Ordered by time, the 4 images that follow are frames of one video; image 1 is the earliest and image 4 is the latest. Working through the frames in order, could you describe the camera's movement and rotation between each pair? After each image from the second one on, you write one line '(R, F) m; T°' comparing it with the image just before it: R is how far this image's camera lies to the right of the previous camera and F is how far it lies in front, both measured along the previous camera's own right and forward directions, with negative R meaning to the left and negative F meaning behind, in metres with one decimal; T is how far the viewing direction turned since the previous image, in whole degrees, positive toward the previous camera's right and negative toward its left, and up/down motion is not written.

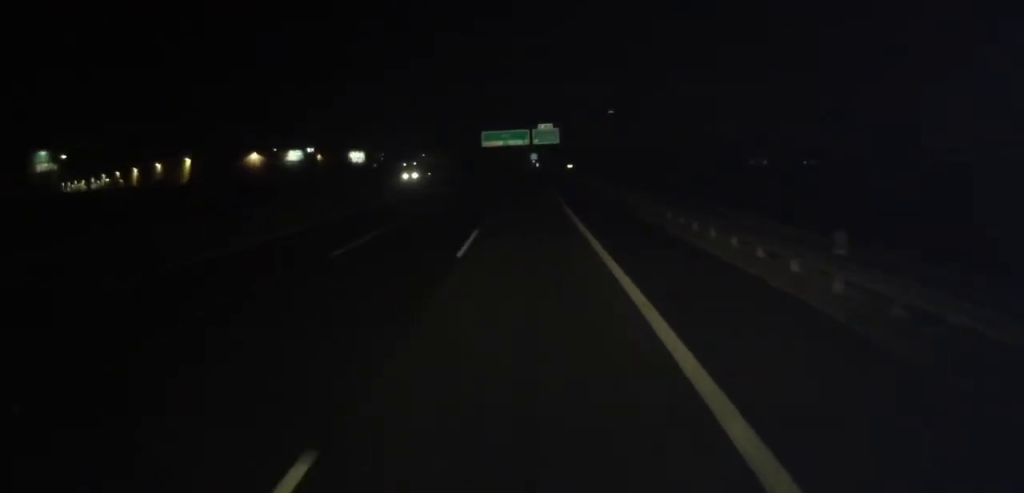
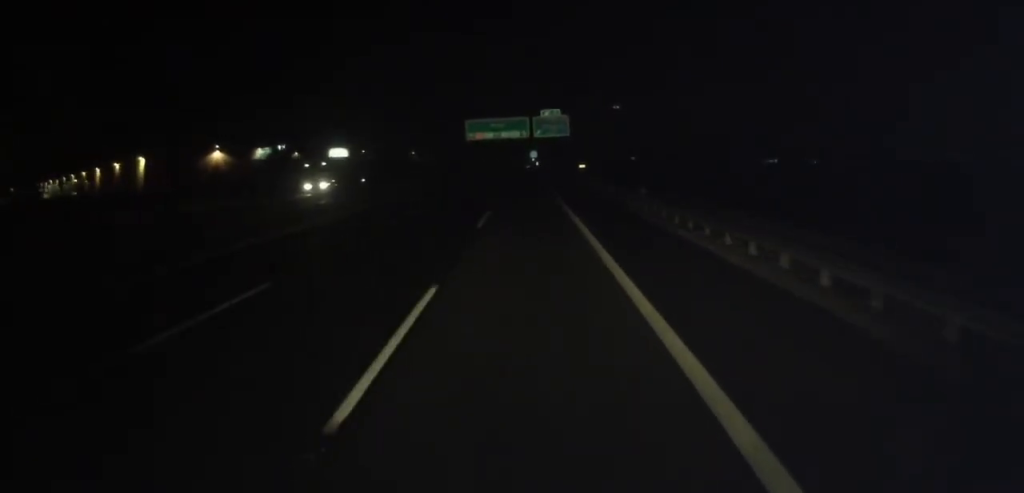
(0.0, +27.3) m; 0°
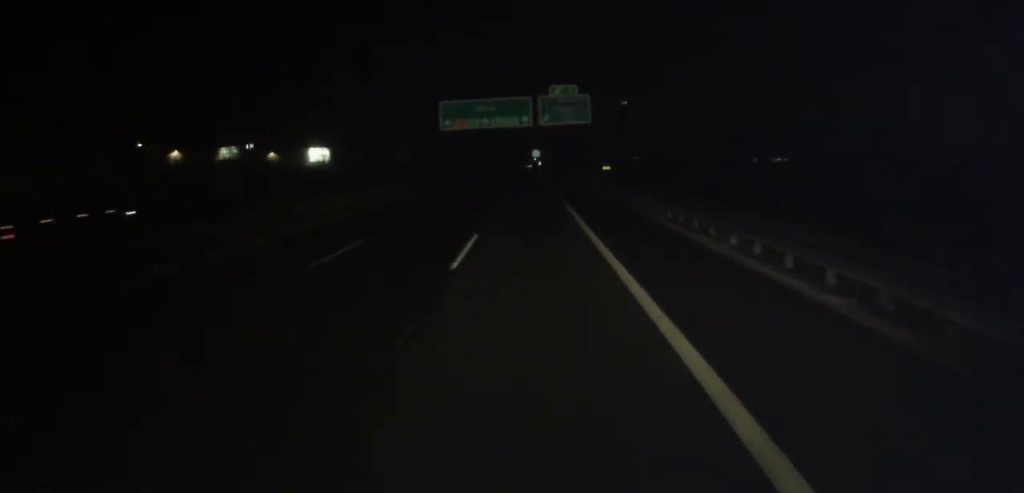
(0.0, +25.8) m; 0°
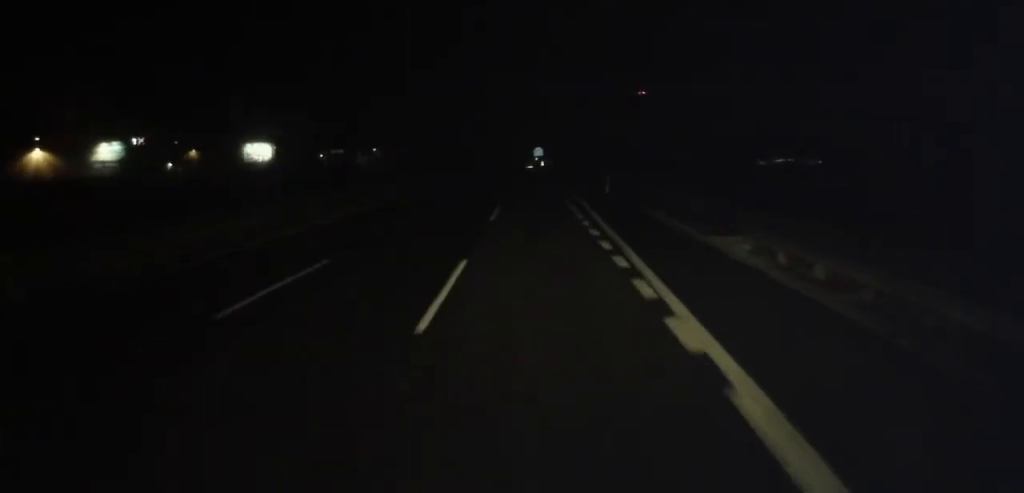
(+0.9, +57.4) m; +1°
